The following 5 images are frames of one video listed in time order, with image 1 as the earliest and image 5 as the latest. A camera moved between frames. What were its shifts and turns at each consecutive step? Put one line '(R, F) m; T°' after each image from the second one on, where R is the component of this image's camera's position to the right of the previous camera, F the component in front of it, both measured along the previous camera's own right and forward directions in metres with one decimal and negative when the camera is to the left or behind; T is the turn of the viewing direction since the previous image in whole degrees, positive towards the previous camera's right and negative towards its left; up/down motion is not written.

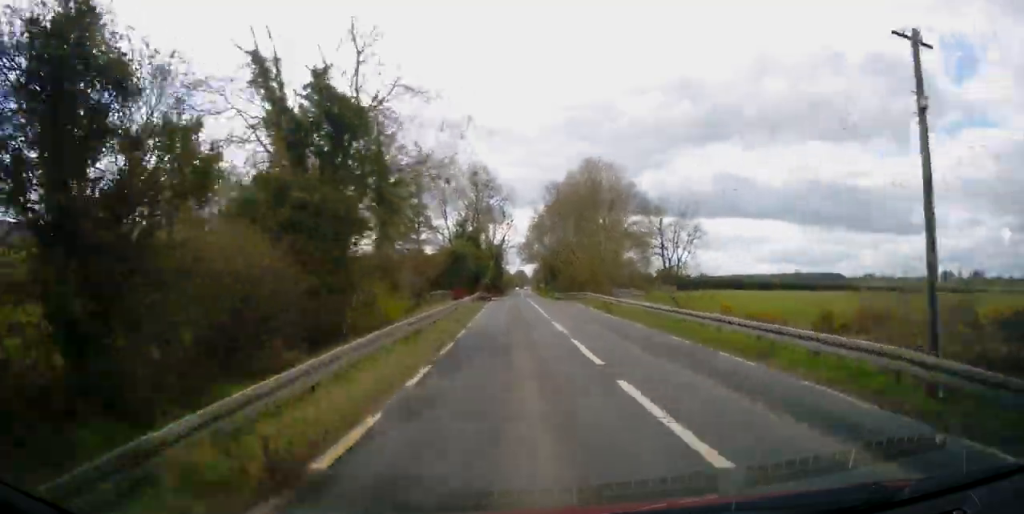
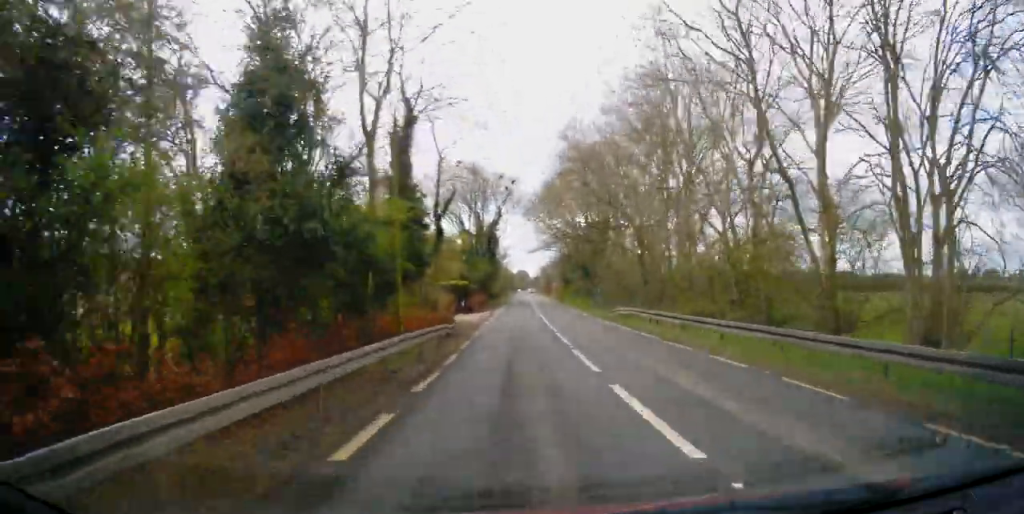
(+0.3, +49.0) m; +2°
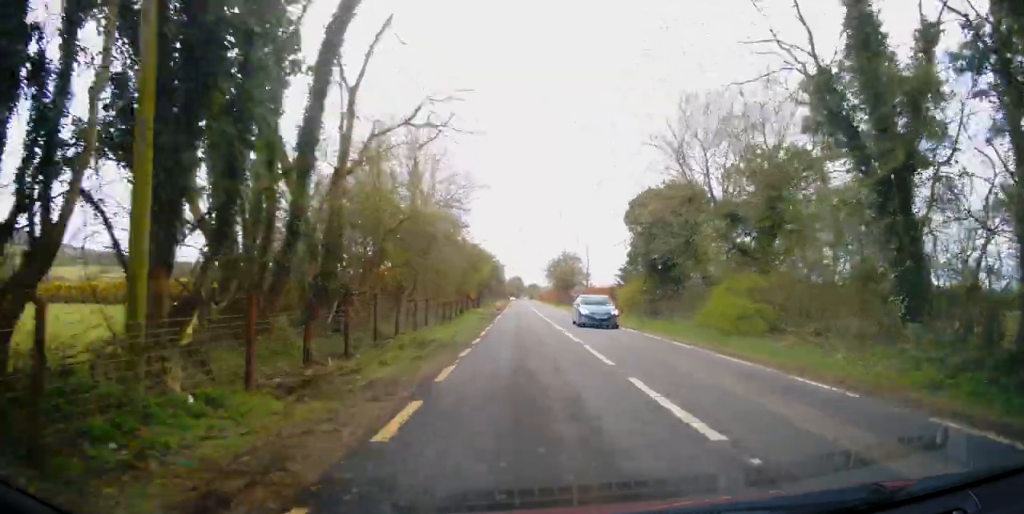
(-6.6, +70.5) m; -13°
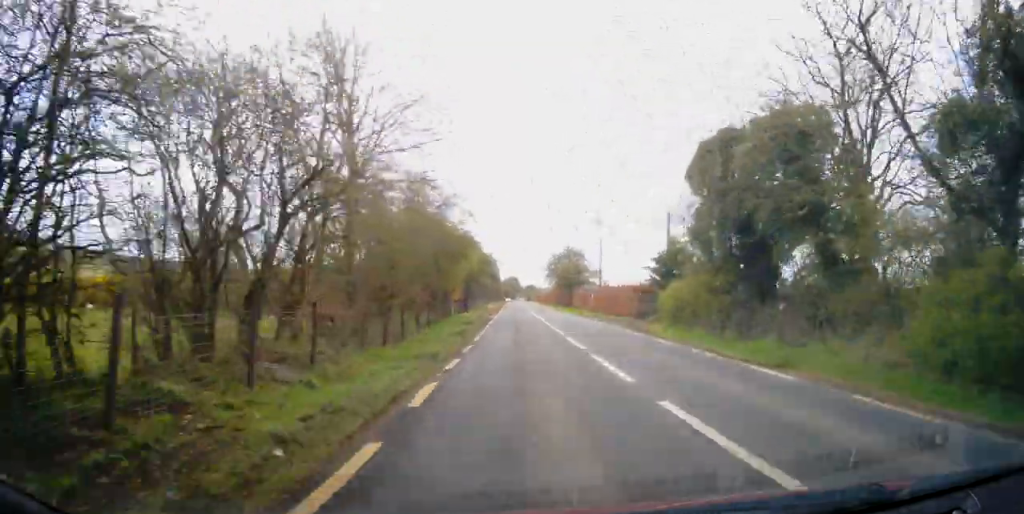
(+3.0, +14.5) m; +10°
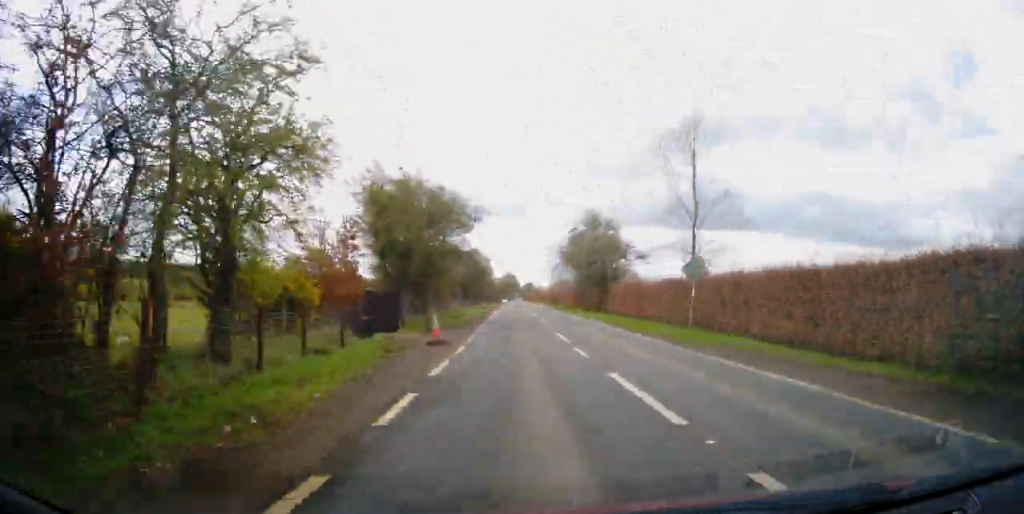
(+6.1, +33.0) m; +8°
